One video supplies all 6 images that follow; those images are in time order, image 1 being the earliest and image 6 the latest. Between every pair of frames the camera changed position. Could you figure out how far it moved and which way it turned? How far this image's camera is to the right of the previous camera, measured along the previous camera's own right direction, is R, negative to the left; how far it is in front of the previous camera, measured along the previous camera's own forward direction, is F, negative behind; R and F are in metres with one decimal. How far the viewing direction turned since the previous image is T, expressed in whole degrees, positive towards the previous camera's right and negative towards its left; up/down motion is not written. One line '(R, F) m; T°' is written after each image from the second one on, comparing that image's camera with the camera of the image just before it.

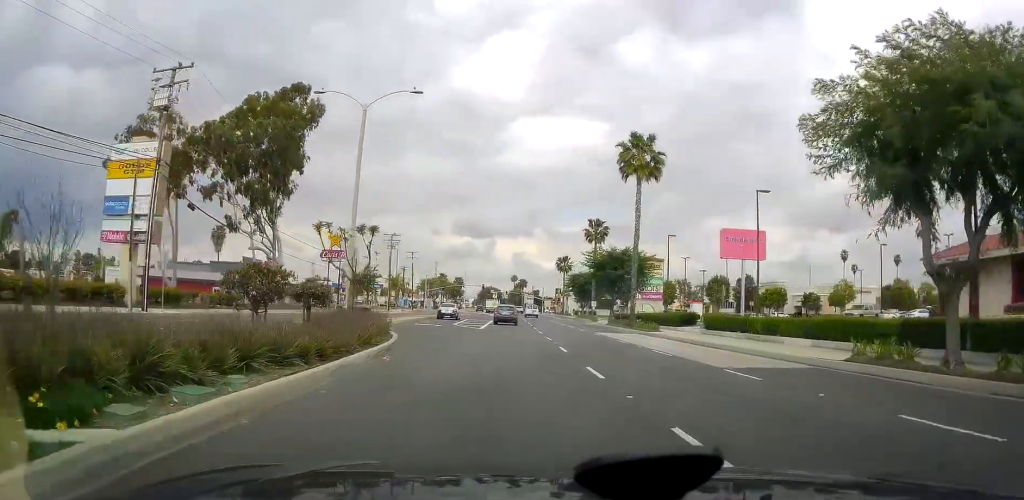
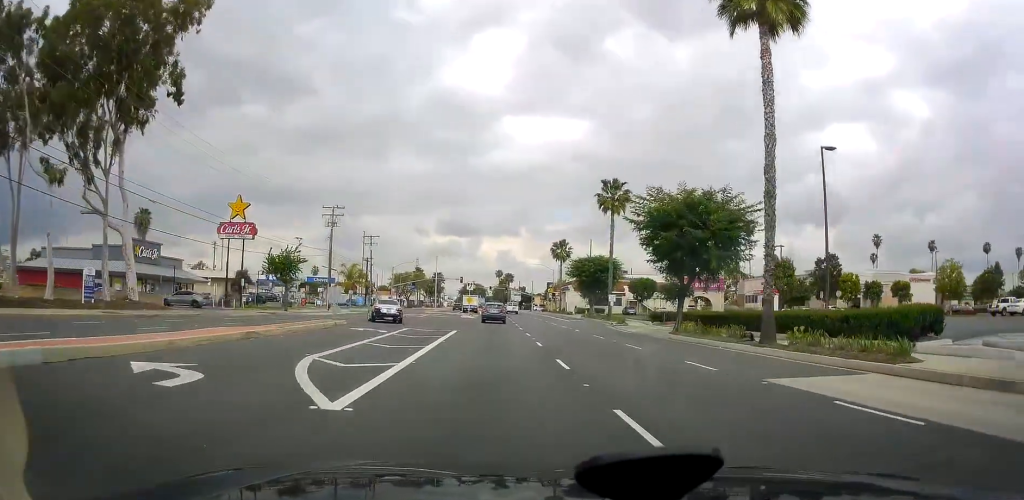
(+0.3, +28.7) m; +4°
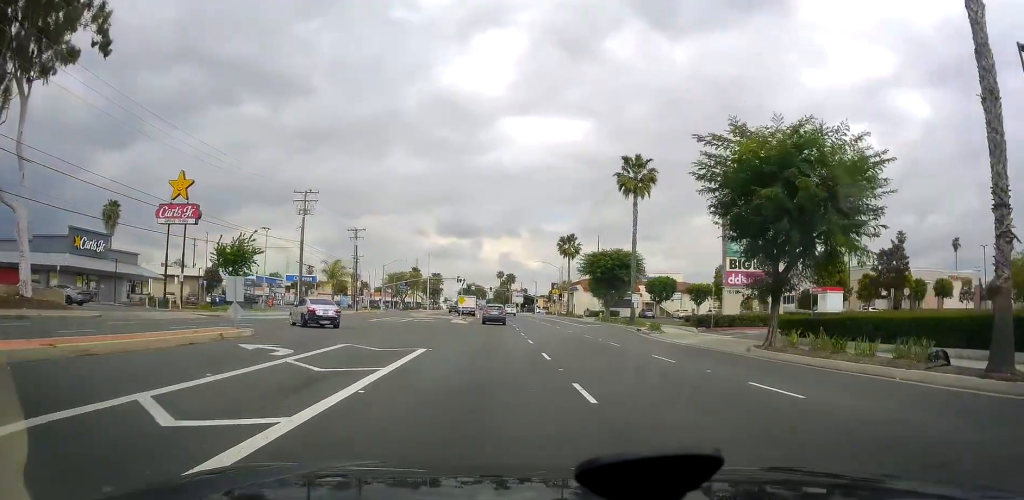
(+0.8, +11.9) m; 0°
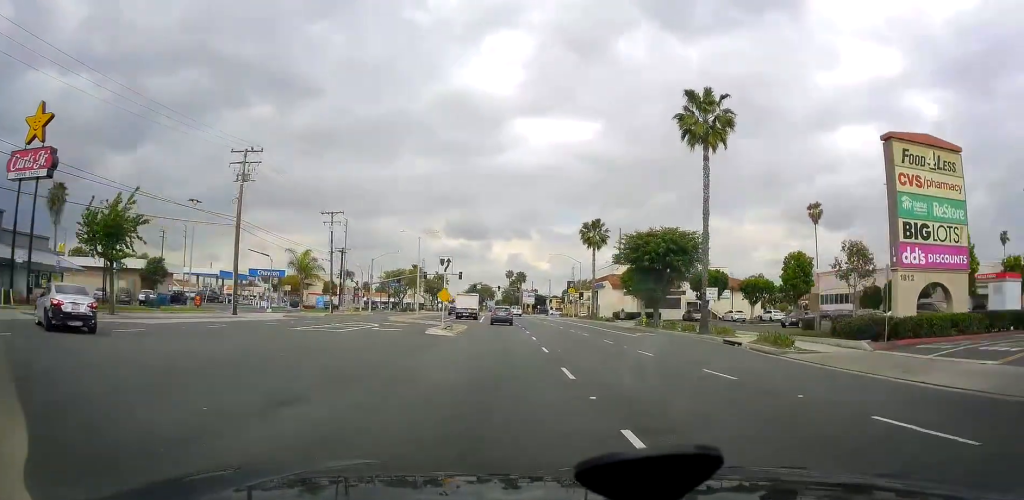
(-1.2, +19.0) m; -4°
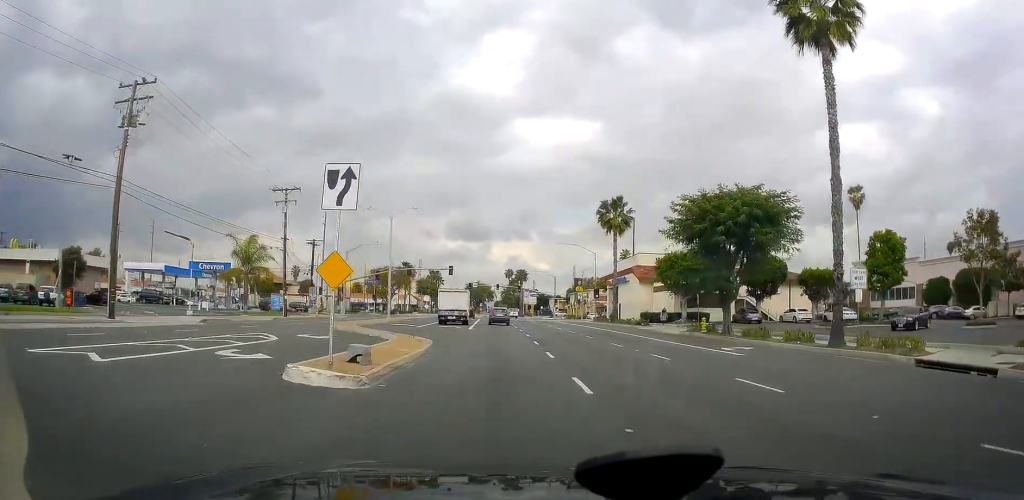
(0.0, +16.8) m; +1°
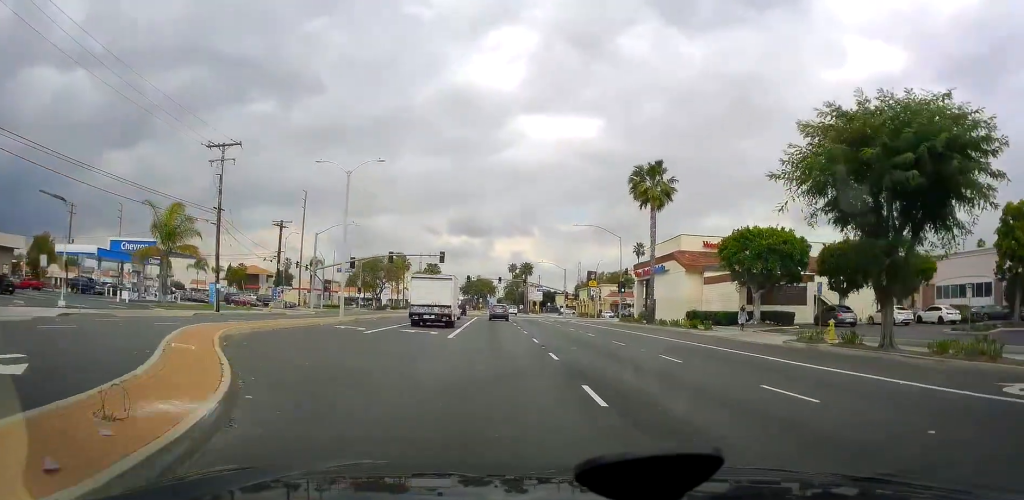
(+0.3, +15.7) m; +1°
